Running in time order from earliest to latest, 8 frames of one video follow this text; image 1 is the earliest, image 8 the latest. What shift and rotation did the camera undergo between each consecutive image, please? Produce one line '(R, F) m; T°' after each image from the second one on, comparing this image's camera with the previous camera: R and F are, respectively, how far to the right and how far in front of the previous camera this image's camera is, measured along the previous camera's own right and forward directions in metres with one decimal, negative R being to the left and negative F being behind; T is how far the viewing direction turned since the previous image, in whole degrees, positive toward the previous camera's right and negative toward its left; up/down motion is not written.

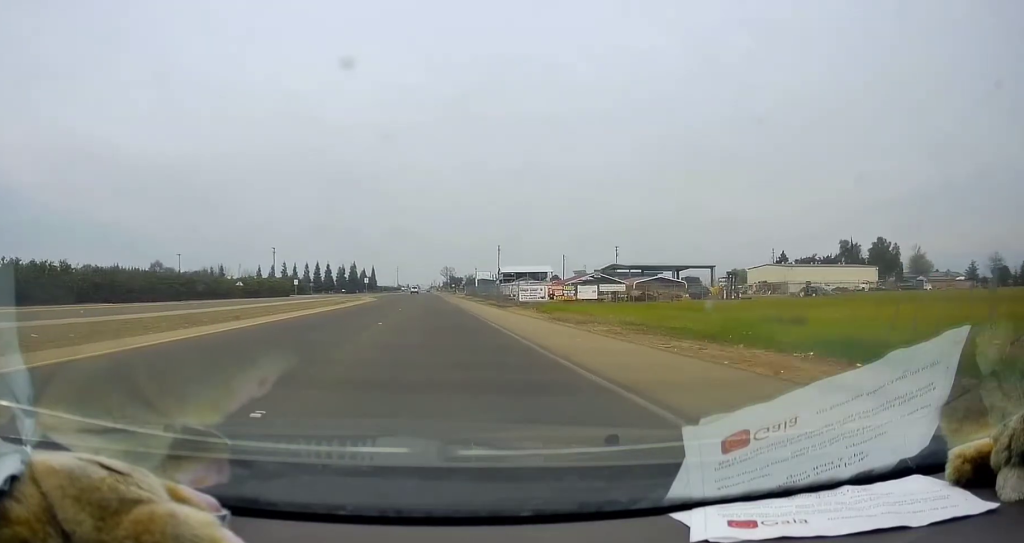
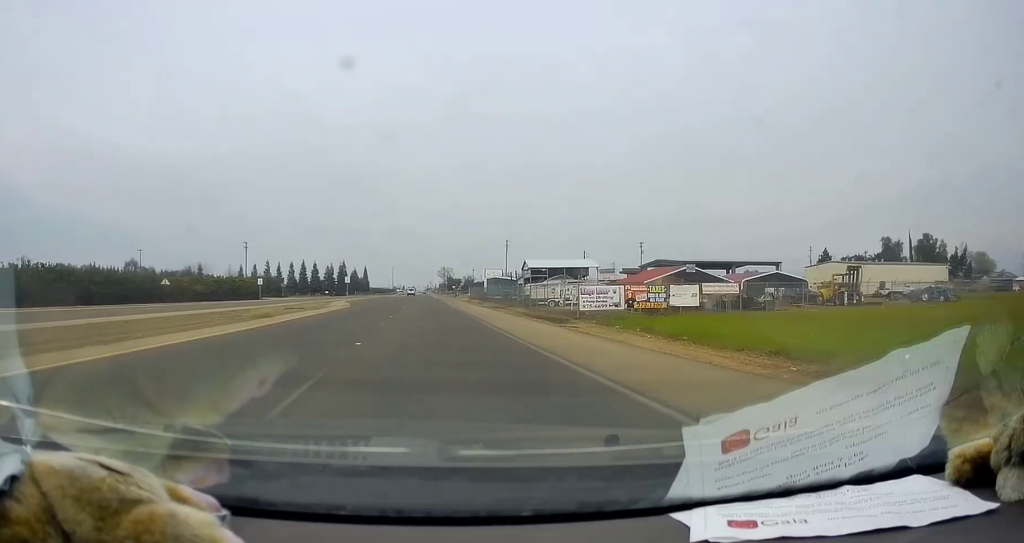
(-0.1, +22.7) m; 0°
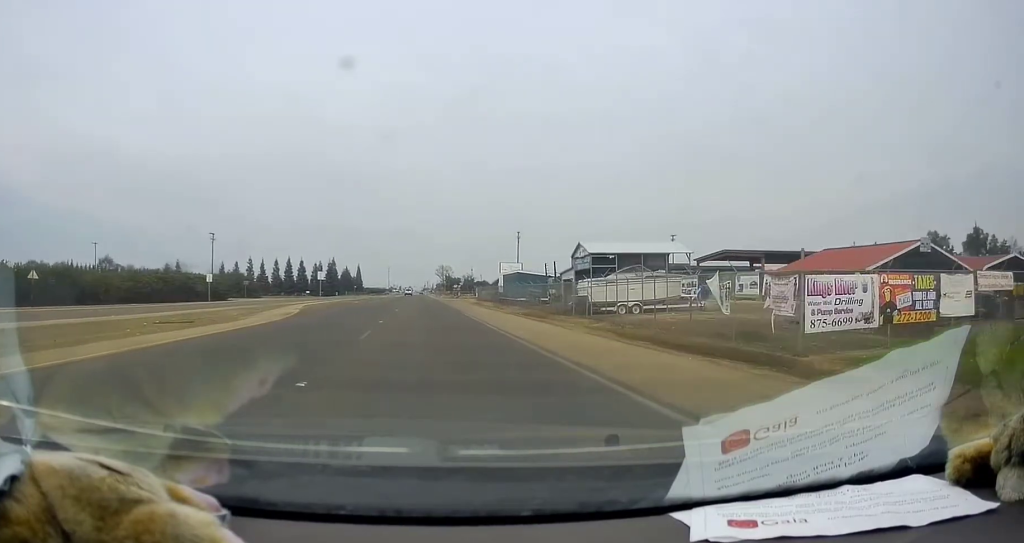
(0.0, +20.9) m; 0°
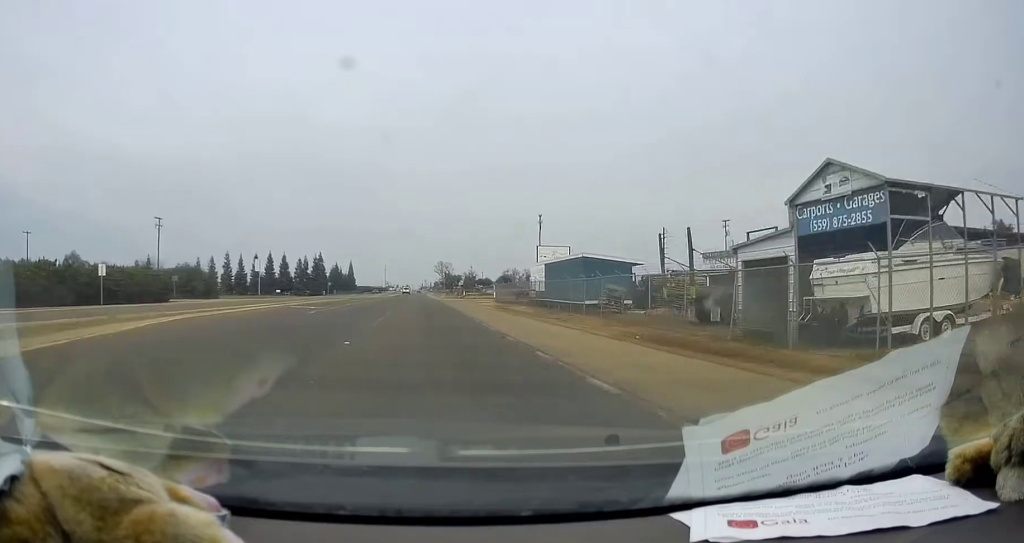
(0.0, +23.4) m; 0°
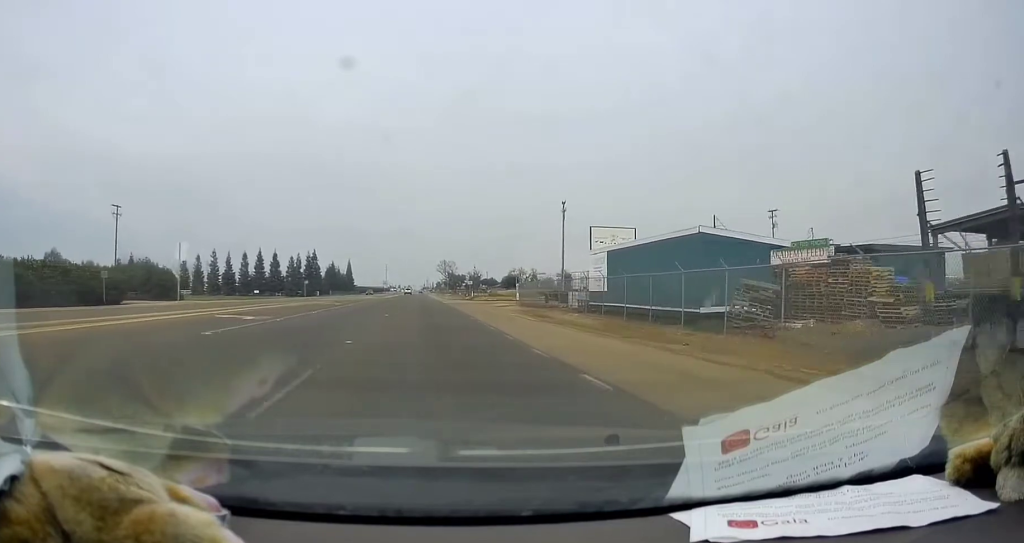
(0.0, +13.5) m; 0°
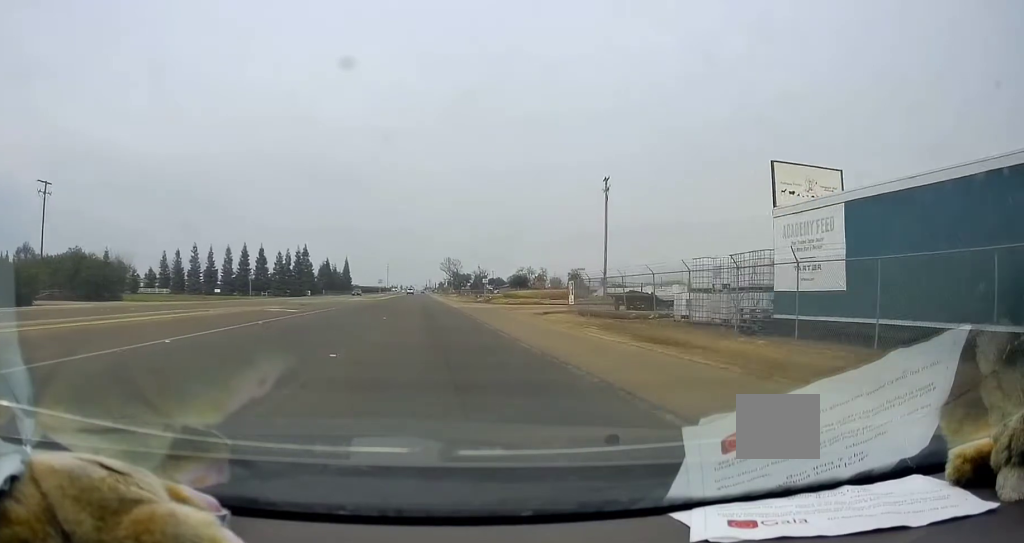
(0.0, +17.7) m; 0°
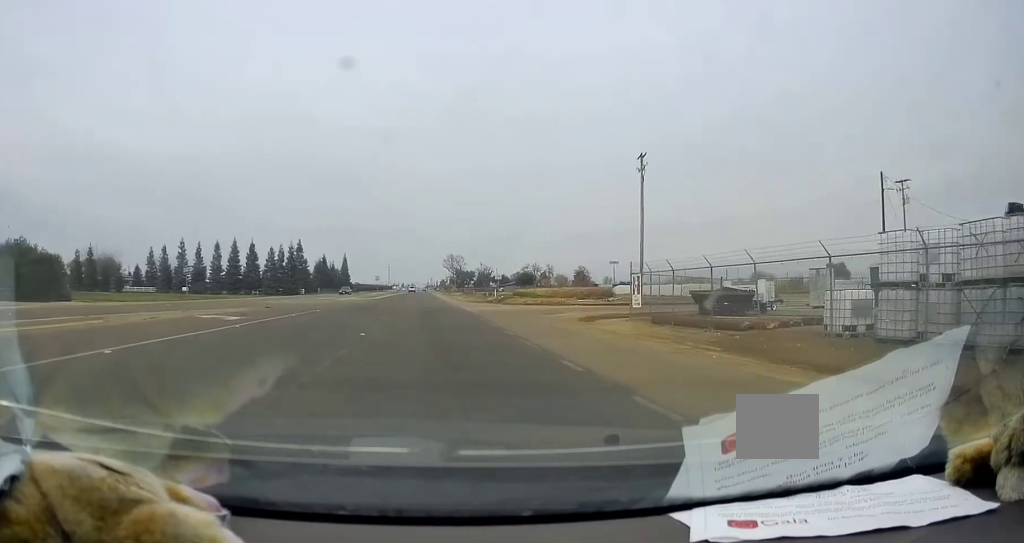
(0.0, +9.9) m; 0°
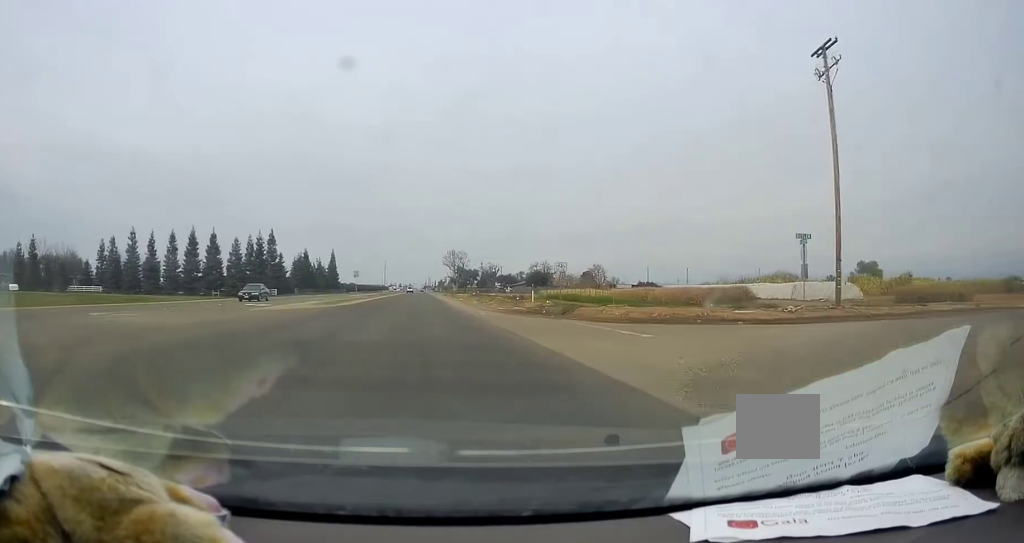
(0.0, +27.1) m; 0°
